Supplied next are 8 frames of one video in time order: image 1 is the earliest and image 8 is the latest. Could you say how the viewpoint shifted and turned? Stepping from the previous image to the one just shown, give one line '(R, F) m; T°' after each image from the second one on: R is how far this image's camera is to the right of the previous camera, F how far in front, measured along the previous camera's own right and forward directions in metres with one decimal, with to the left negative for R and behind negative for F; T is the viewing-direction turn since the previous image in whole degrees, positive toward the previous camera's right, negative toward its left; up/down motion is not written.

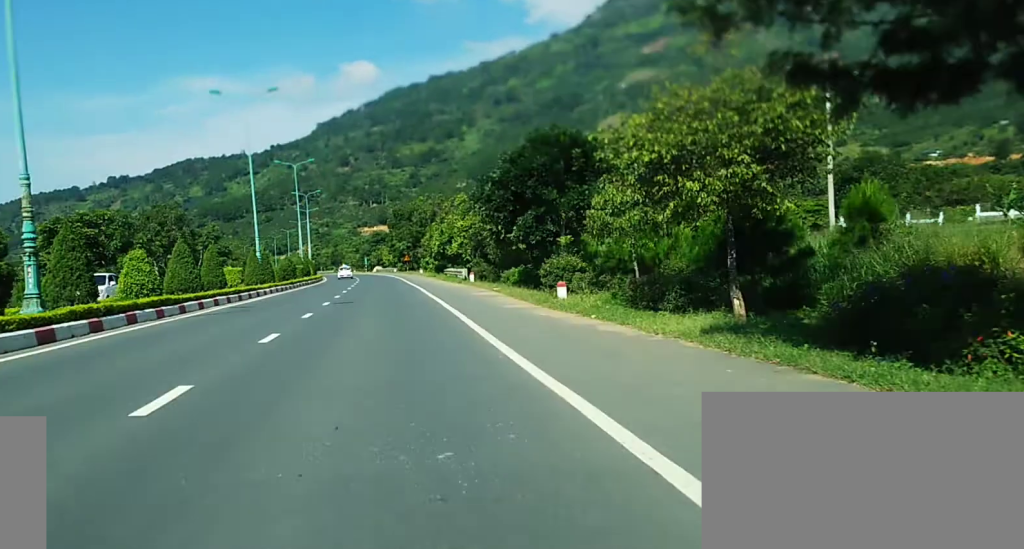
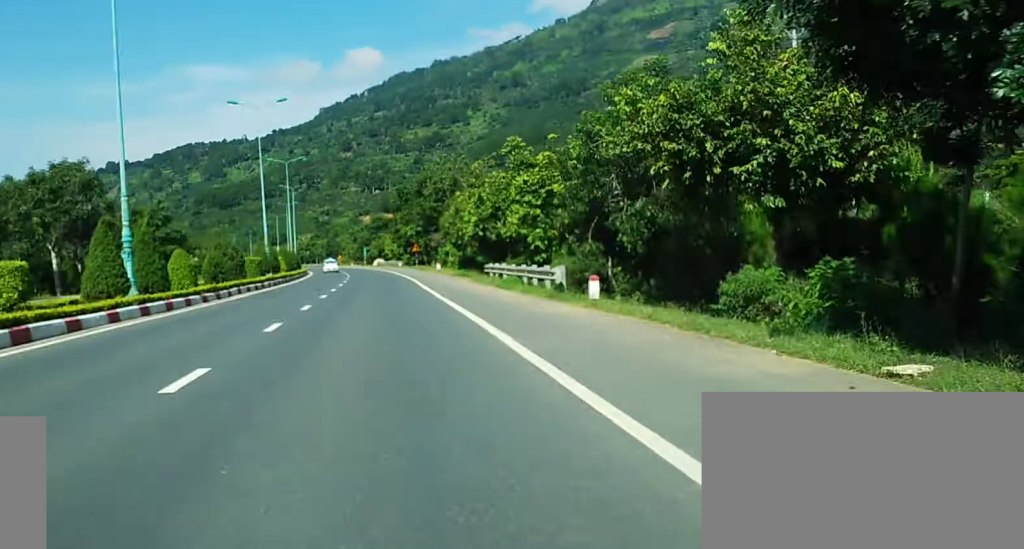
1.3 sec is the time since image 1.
(-0.3, +31.0) m; 0°
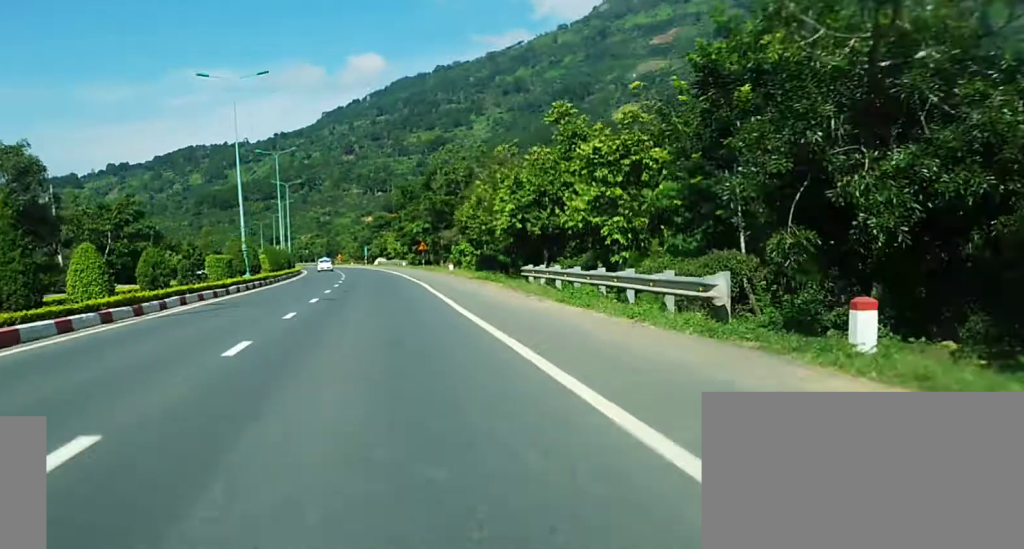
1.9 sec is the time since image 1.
(+0.1, +12.4) m; 0°
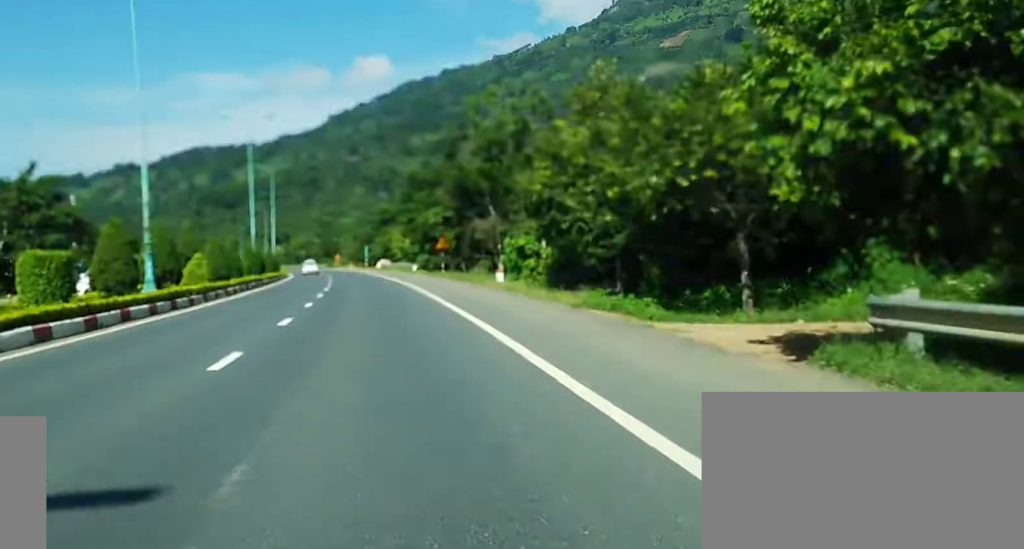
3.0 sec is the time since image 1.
(-0.1, +24.9) m; -1°
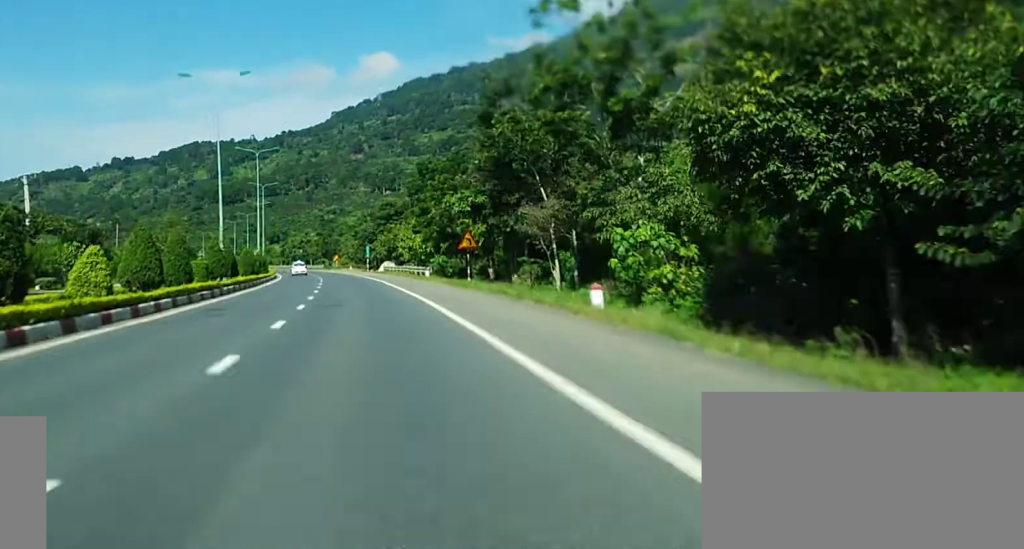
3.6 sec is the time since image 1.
(-0.2, +15.7) m; -1°
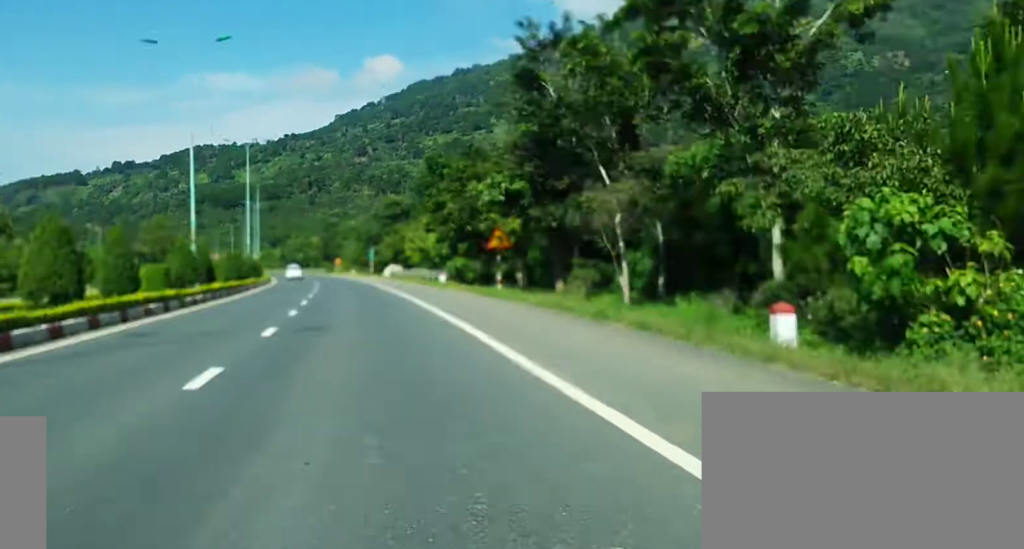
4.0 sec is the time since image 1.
(-0.1, +9.4) m; 0°
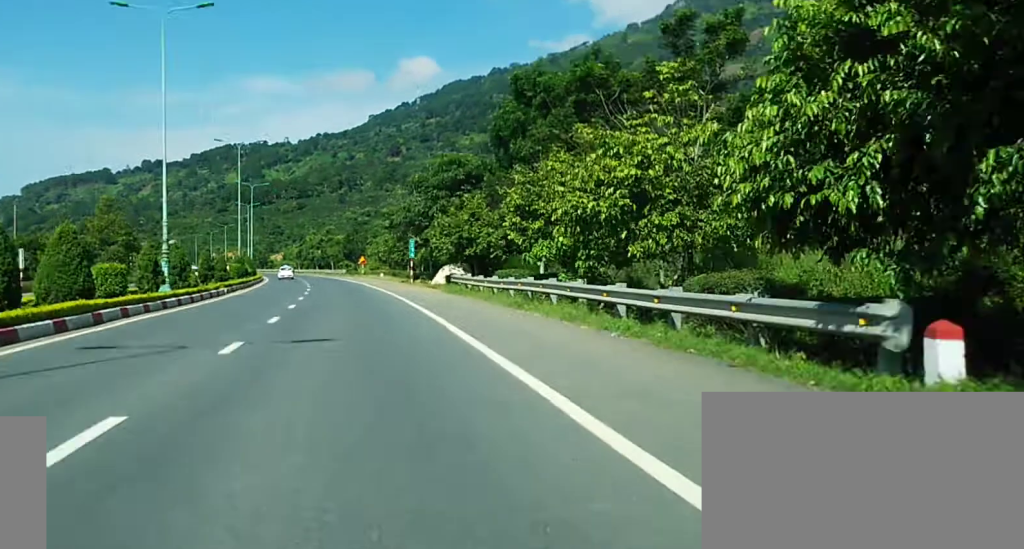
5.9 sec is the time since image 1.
(-0.1, +44.7) m; -1°
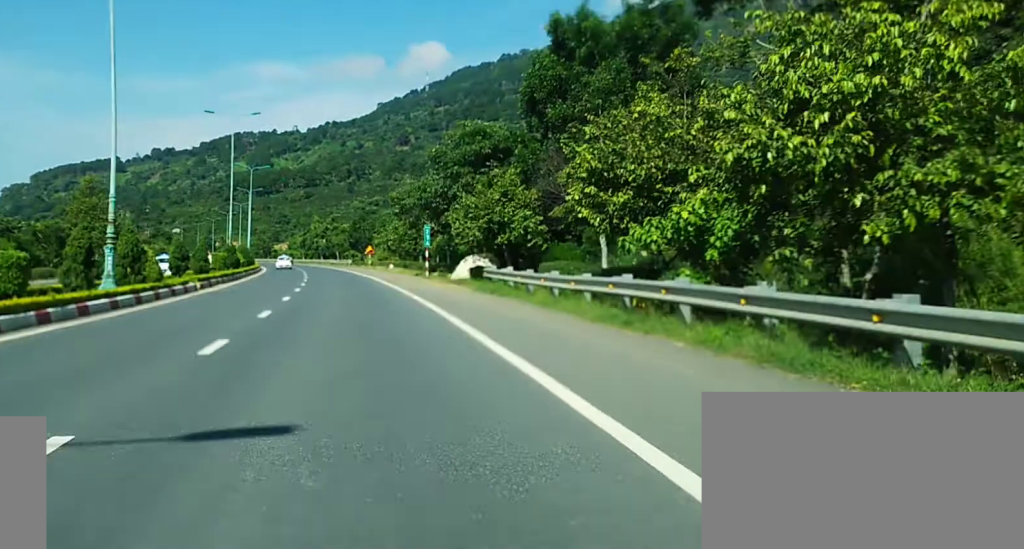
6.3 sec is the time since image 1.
(-0.1, +9.7) m; 0°
